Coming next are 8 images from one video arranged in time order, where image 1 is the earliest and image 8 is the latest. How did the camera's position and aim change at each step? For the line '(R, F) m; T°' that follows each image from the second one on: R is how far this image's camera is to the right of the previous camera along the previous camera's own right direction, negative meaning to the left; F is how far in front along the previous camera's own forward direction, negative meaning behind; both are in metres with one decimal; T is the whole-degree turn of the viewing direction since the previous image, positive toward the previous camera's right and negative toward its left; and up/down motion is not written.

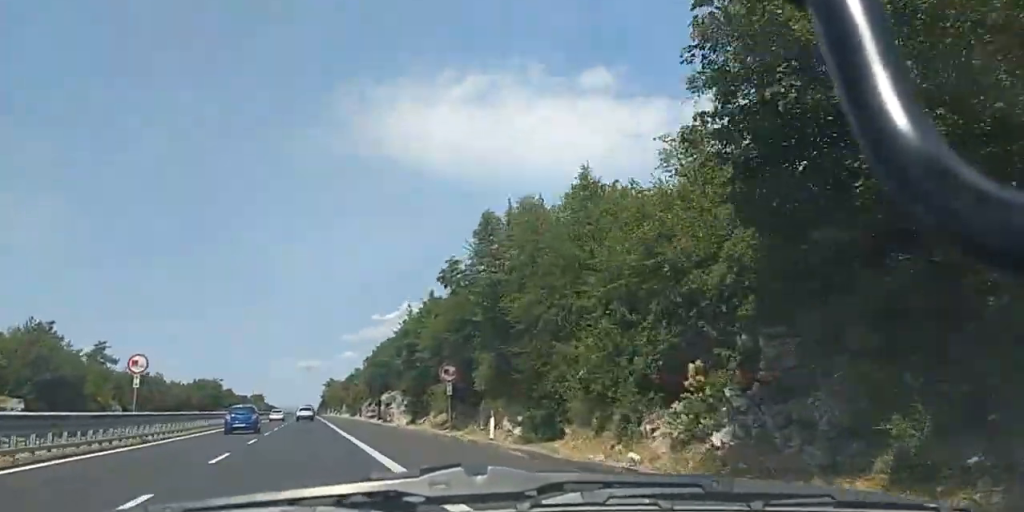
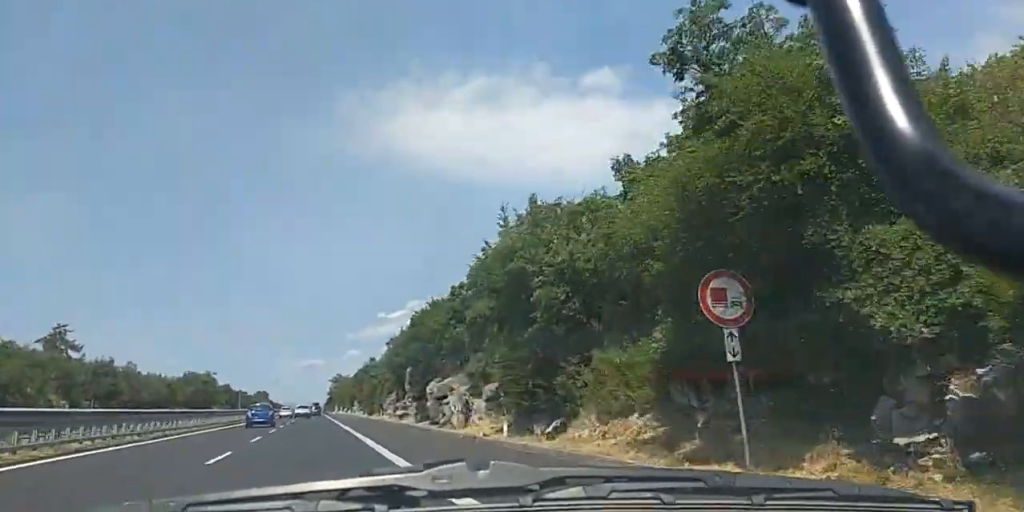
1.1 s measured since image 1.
(-0.2, +25.4) m; -1°
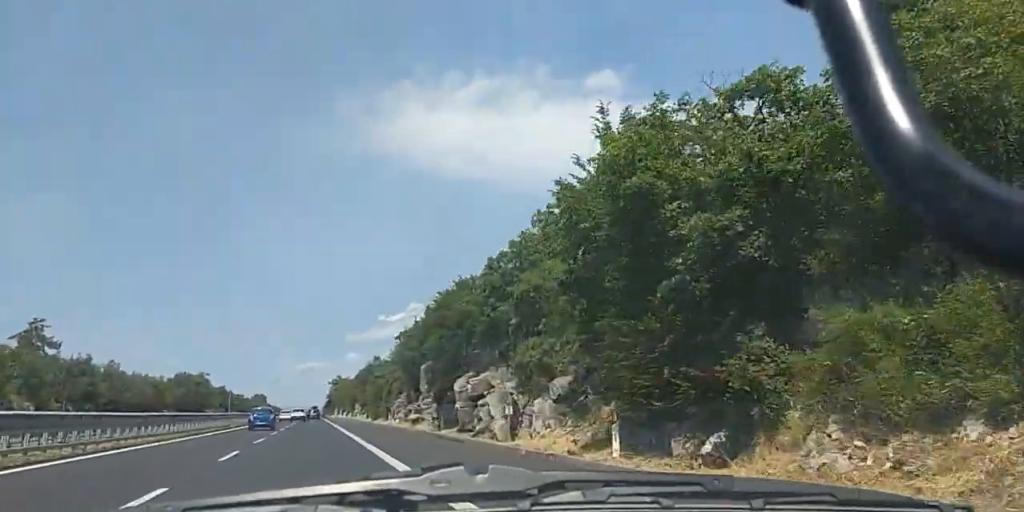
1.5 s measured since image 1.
(-0.1, +9.6) m; 0°
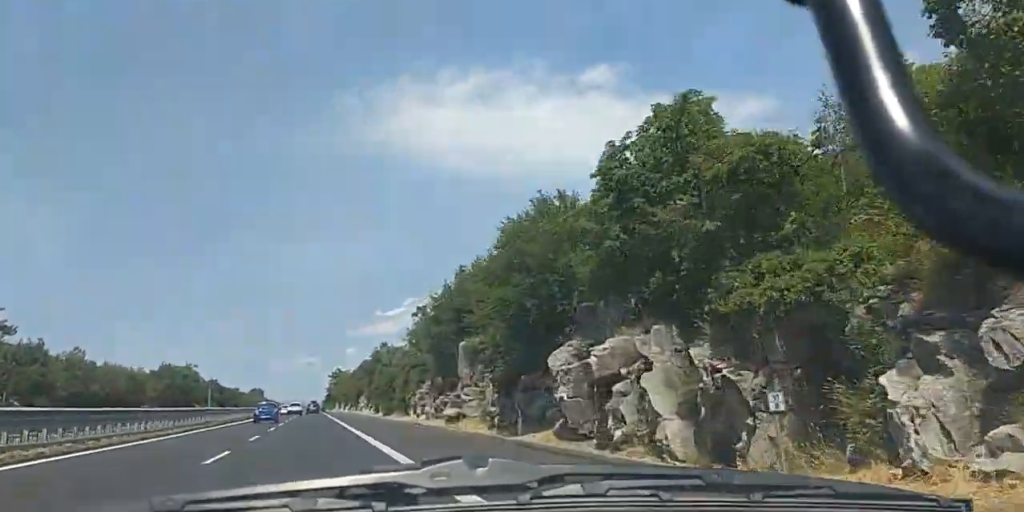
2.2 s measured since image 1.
(-0.2, +15.3) m; +1°
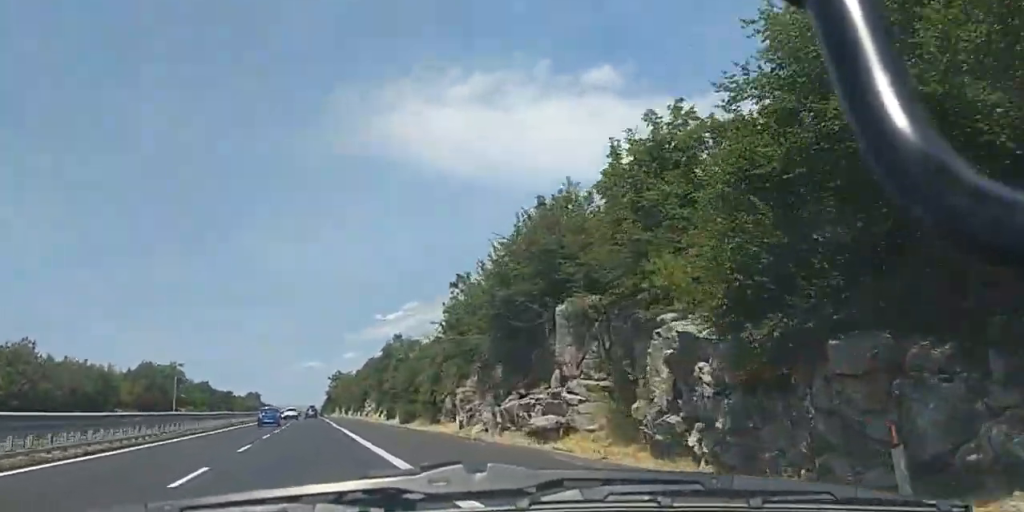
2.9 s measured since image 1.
(+0.4, +16.3) m; 0°
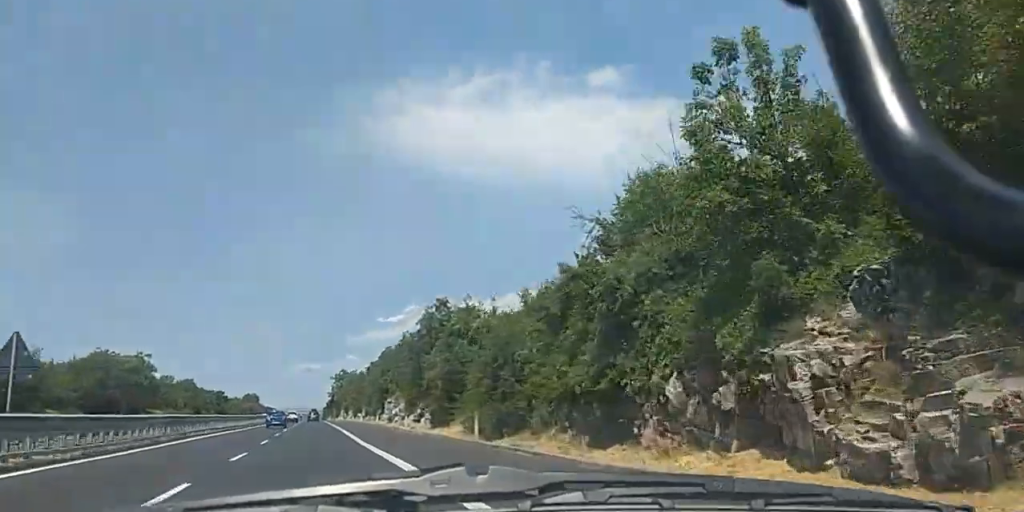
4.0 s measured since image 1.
(-0.2, +27.1) m; 0°
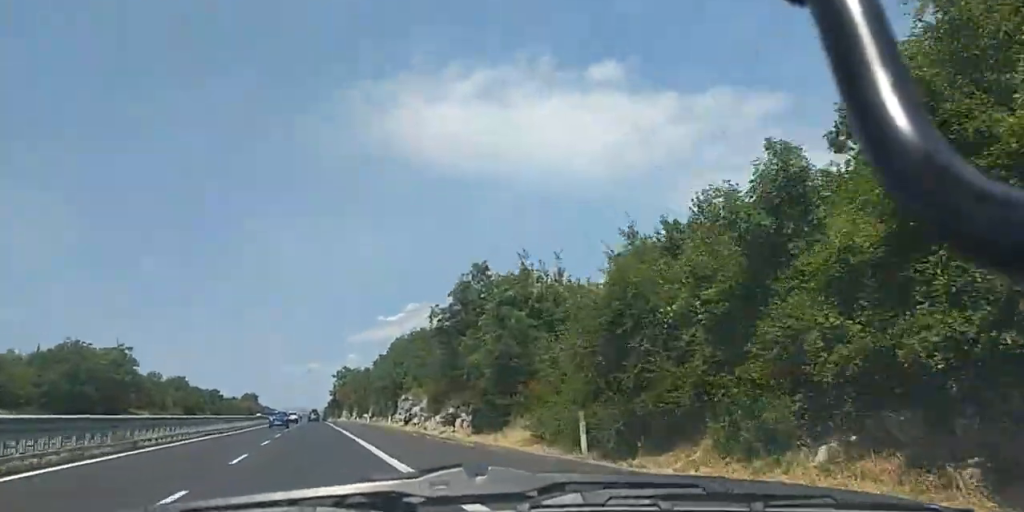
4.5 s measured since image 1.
(-0.1, +12.5) m; 0°
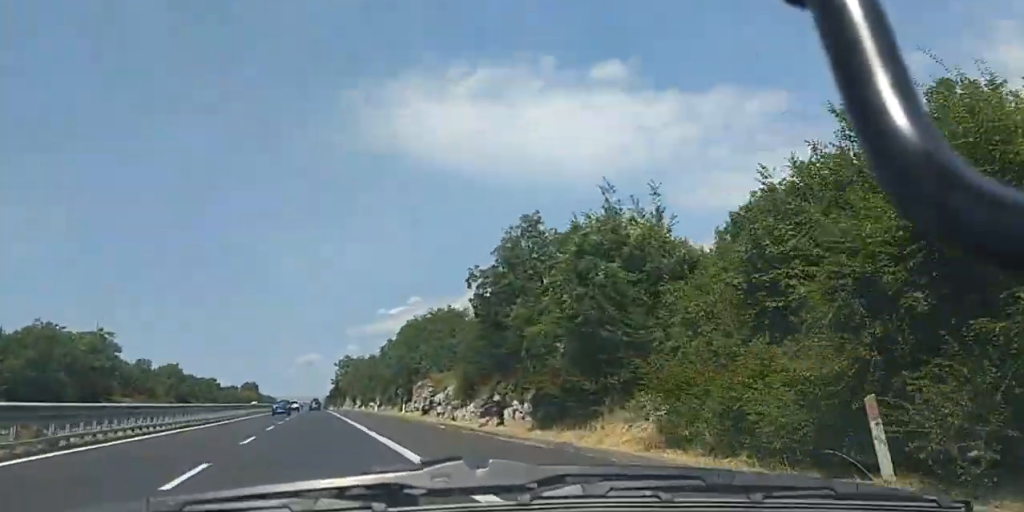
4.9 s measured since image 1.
(+0.1, +10.0) m; 0°
